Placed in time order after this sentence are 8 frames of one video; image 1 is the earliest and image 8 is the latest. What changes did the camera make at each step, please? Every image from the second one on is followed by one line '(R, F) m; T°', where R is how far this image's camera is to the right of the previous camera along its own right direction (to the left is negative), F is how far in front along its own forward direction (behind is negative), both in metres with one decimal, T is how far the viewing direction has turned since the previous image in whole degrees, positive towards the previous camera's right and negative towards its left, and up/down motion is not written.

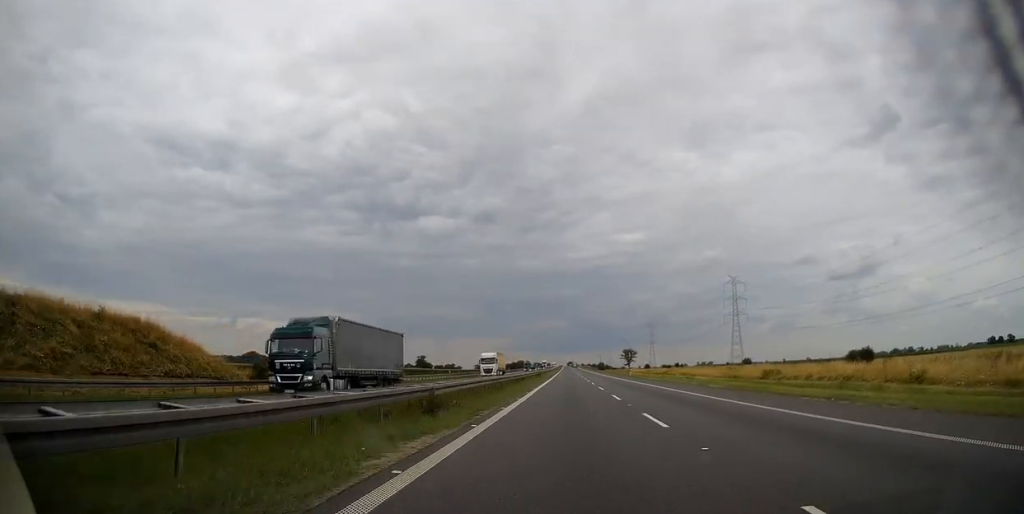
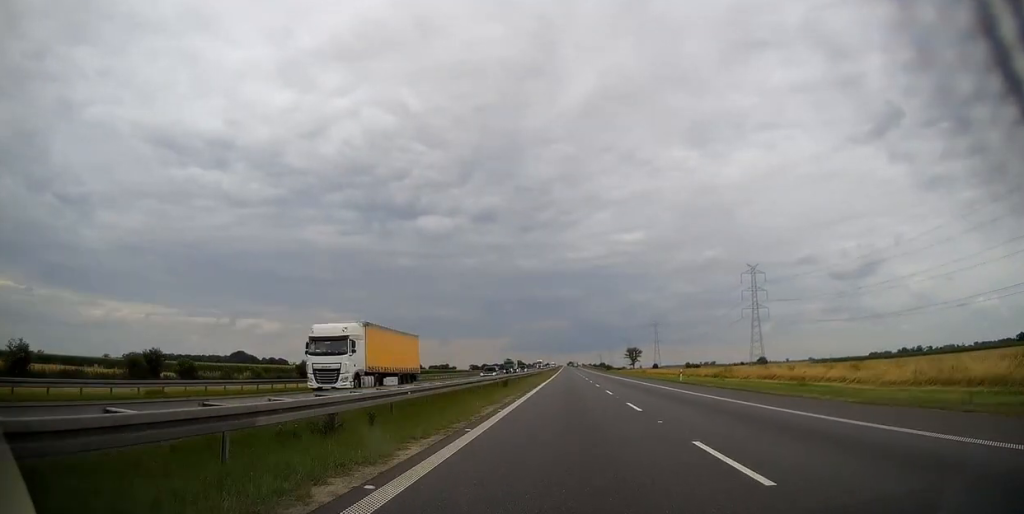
(-0.1, +43.0) m; 0°
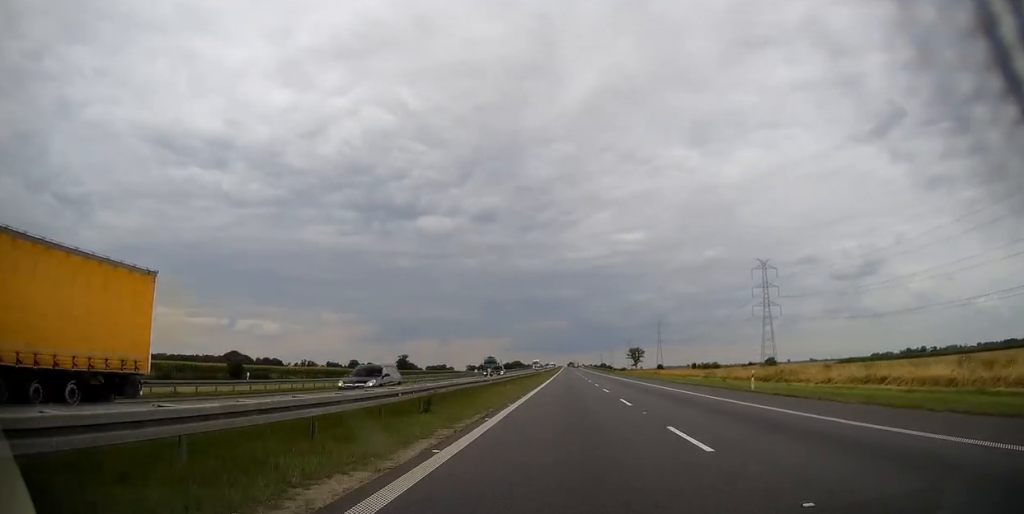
(0.0, +21.1) m; 0°
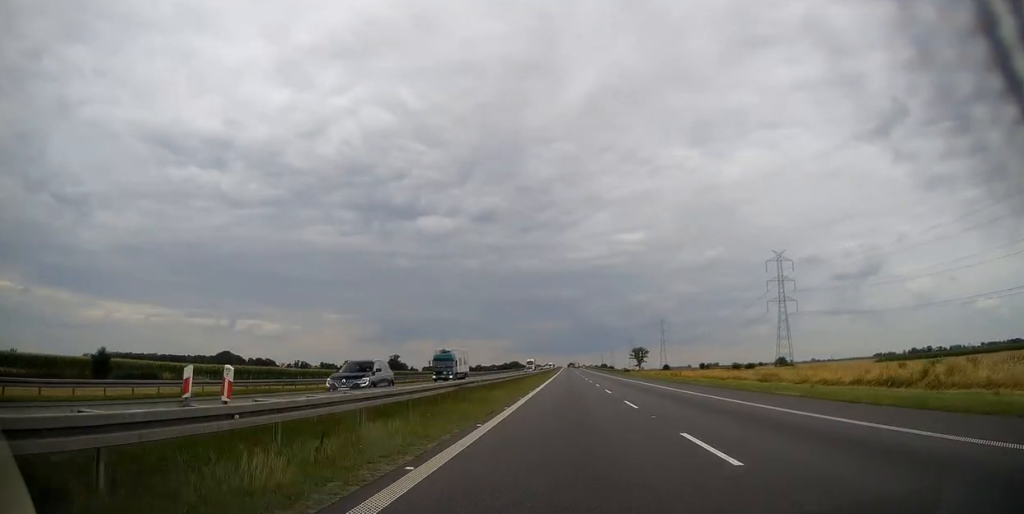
(0.0, +25.6) m; 0°
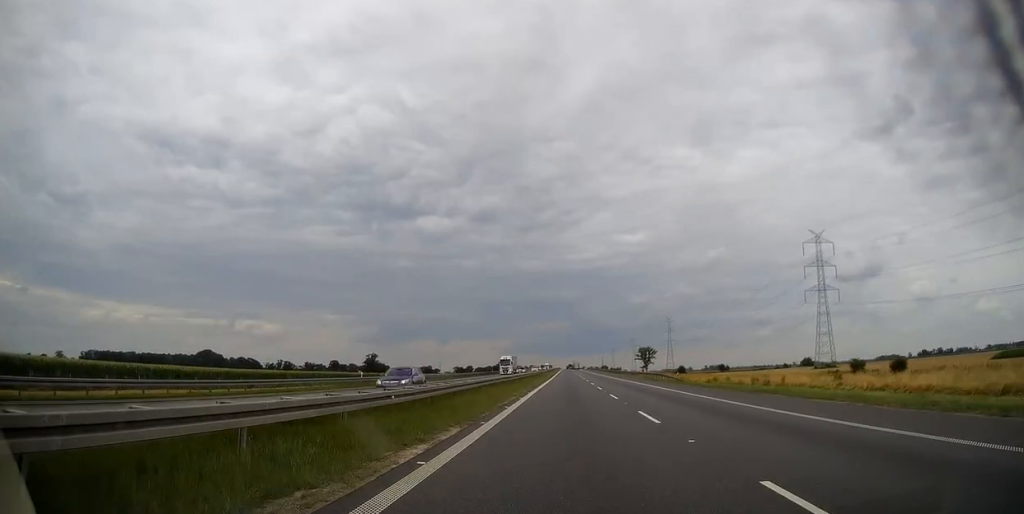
(-0.1, +53.2) m; 0°
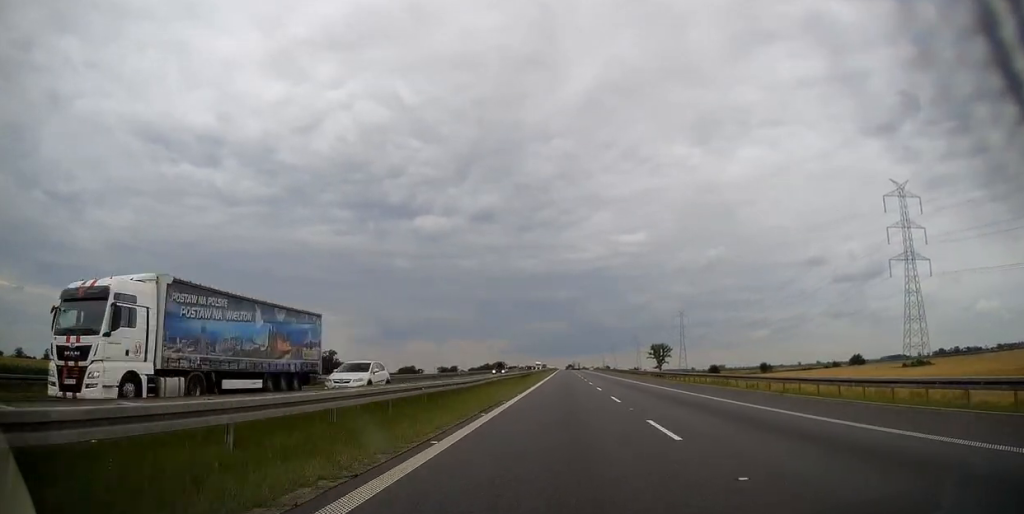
(+0.1, +75.0) m; 0°
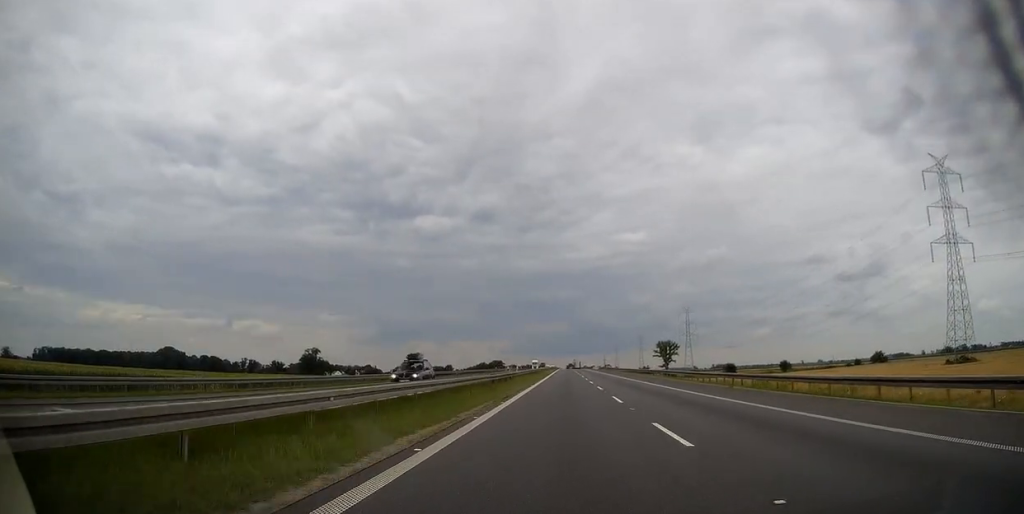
(0.0, +23.9) m; 0°
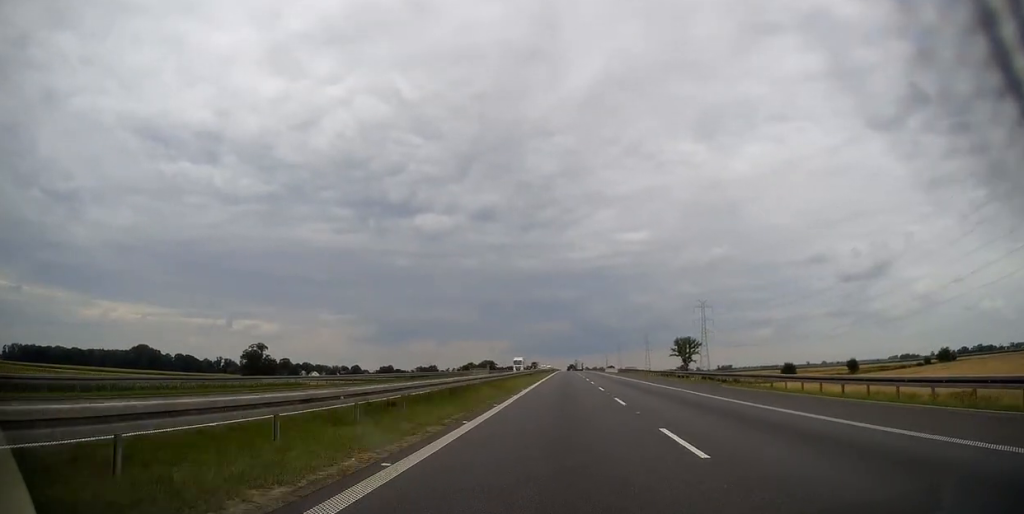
(+0.1, +56.2) m; 0°
